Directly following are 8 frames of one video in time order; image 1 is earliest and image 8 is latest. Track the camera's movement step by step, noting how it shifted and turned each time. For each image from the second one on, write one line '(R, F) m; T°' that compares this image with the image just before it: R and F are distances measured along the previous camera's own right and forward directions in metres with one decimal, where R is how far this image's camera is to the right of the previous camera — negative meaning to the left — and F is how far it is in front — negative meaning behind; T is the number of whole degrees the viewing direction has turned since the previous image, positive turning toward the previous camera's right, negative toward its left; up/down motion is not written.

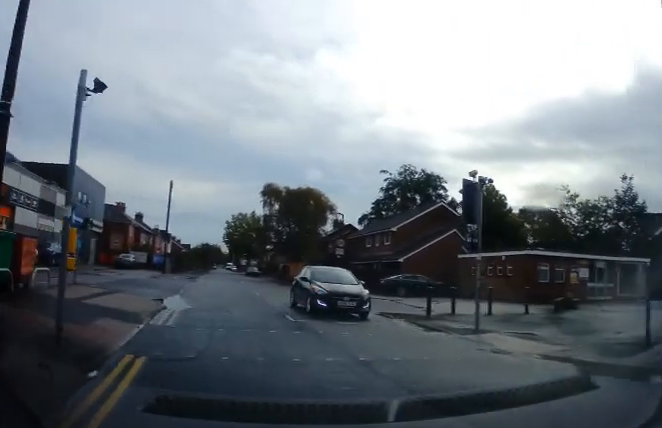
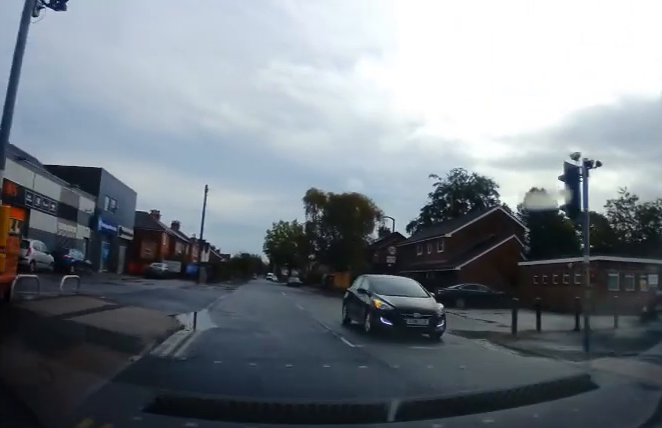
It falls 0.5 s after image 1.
(-0.3, +2.8) m; -4°
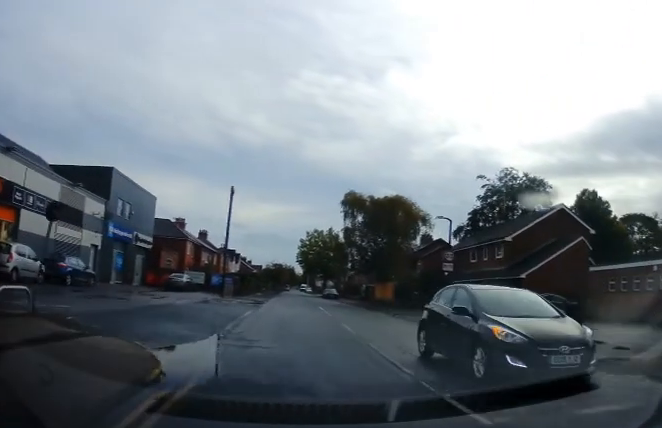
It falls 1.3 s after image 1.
(0.0, +4.6) m; 0°
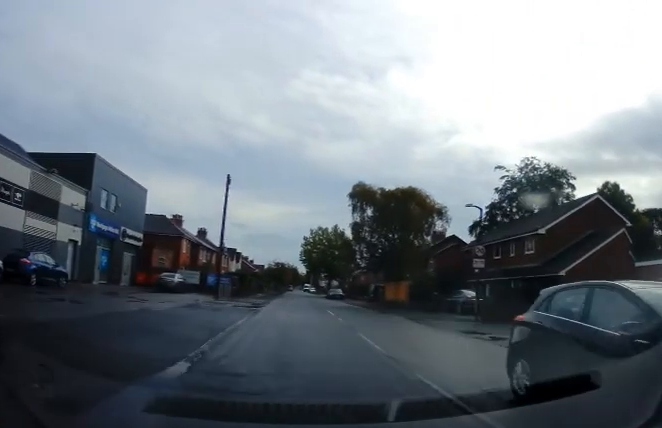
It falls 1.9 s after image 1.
(0.0, +3.9) m; +1°
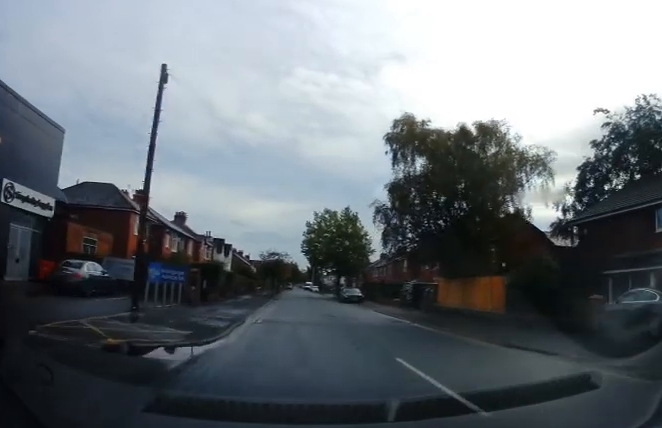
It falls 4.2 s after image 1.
(+0.4, +16.6) m; +2°
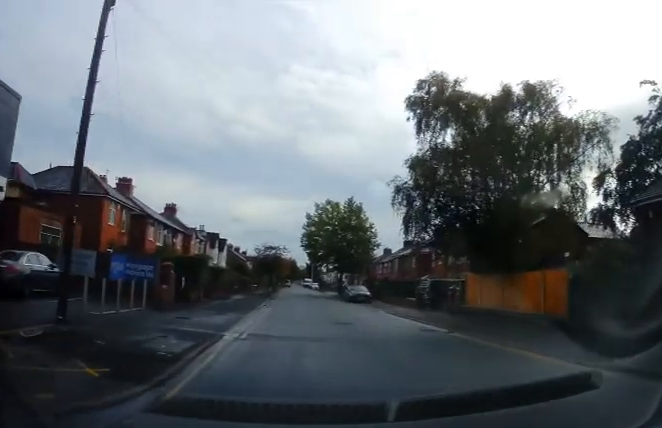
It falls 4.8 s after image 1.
(0.0, +4.9) m; 0°
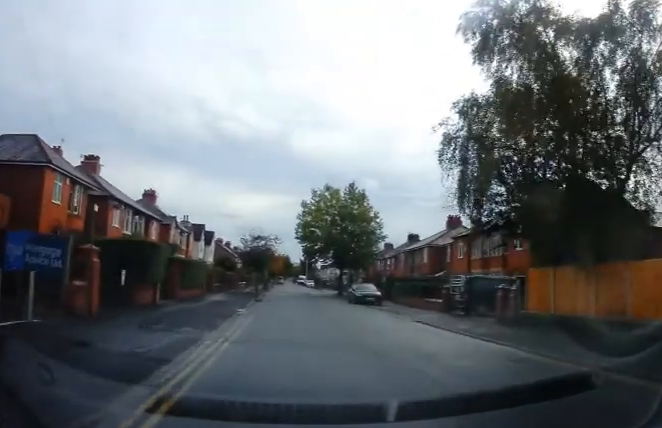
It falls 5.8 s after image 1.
(0.0, +7.5) m; -1°
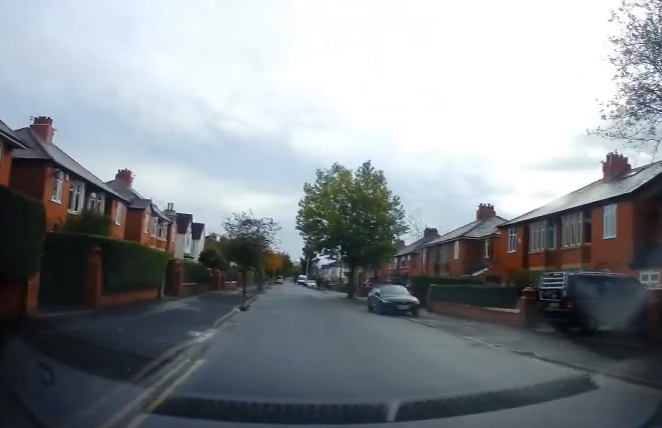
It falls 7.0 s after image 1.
(-0.1, +9.1) m; 0°
